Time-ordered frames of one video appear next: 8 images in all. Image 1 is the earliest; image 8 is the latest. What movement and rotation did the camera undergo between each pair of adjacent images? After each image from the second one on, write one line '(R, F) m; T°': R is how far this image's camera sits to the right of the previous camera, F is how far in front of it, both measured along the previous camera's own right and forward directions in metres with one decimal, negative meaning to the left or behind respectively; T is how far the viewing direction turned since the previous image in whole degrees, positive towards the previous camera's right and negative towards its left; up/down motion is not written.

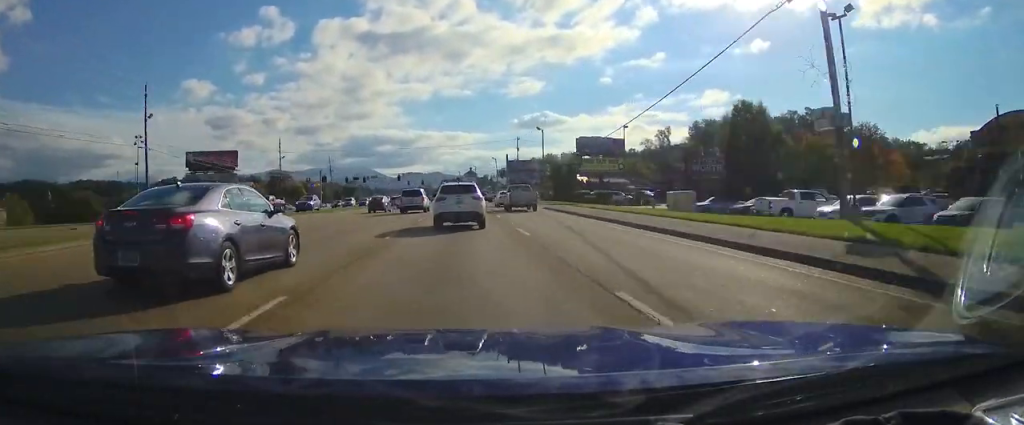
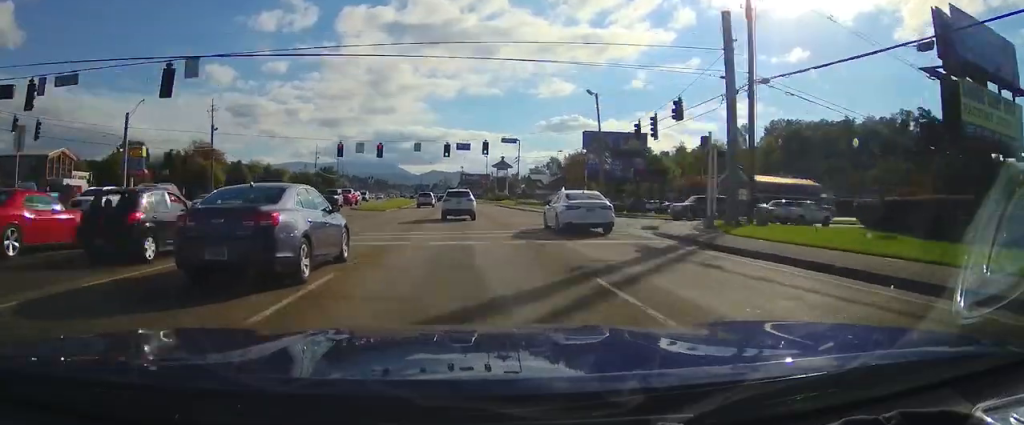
(-2.9, +102.3) m; -4°
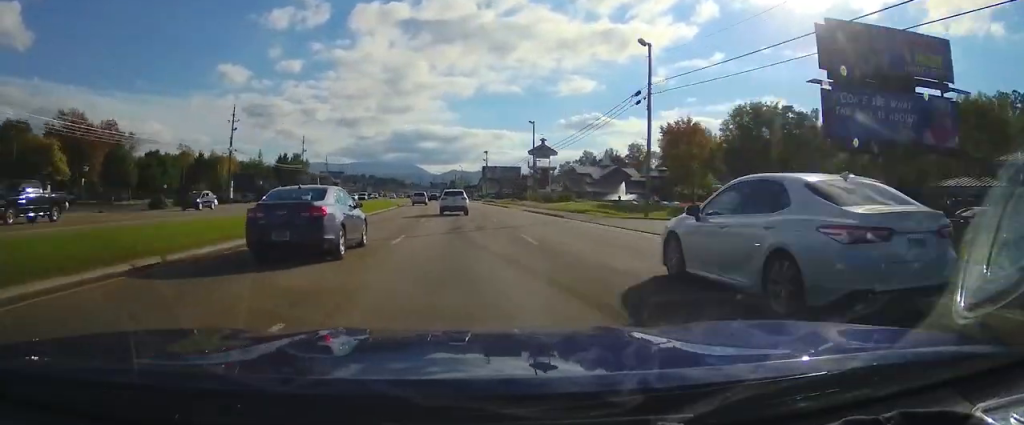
(-1.7, +64.6) m; -3°
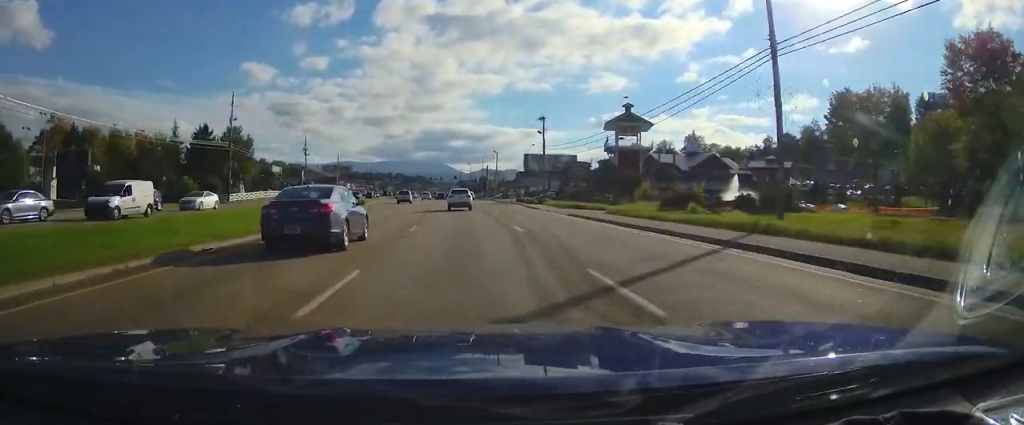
(-1.0, +57.2) m; -2°
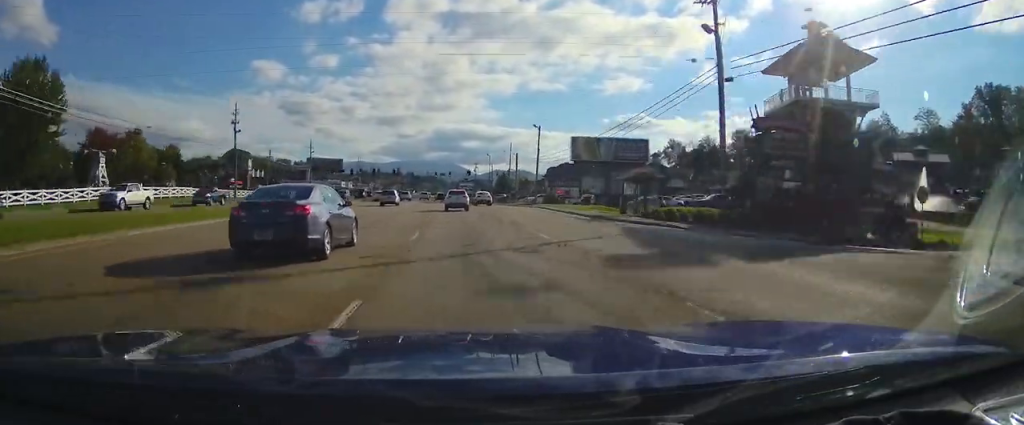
(-0.4, +53.0) m; -1°
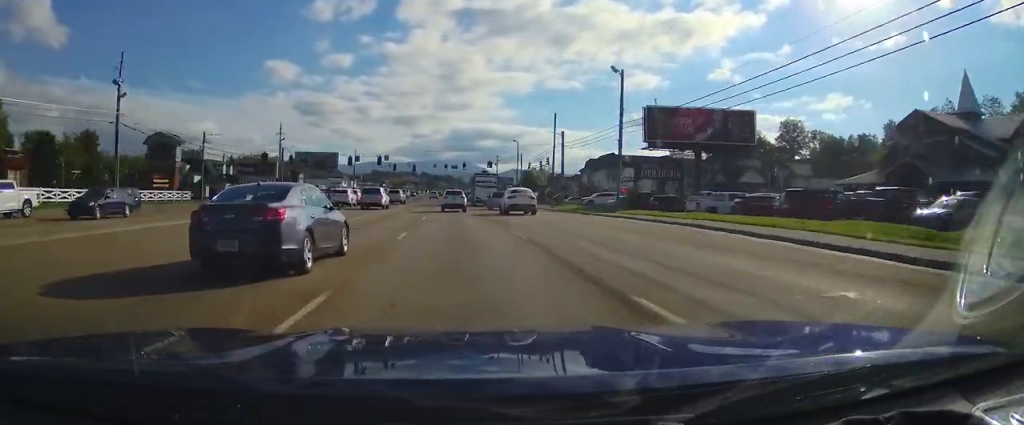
(-0.5, +37.8) m; -1°
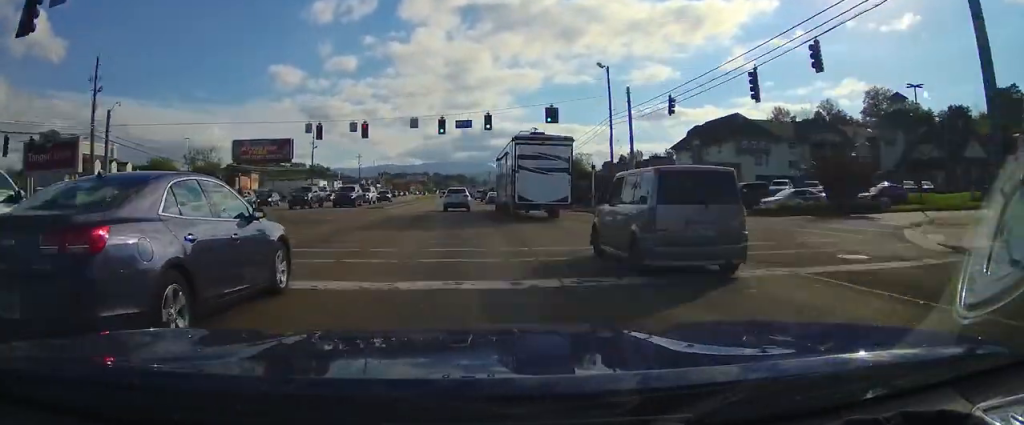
(-0.7, +63.3) m; -1°
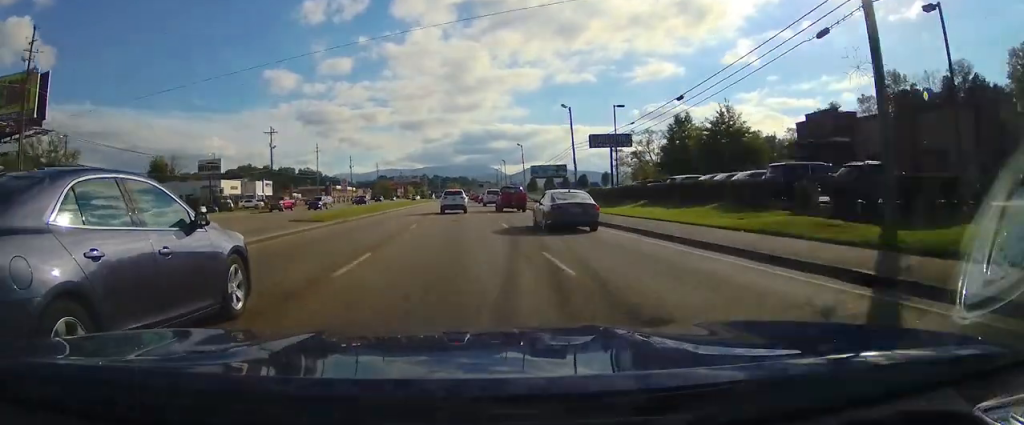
(-0.7, +75.7) m; -1°
